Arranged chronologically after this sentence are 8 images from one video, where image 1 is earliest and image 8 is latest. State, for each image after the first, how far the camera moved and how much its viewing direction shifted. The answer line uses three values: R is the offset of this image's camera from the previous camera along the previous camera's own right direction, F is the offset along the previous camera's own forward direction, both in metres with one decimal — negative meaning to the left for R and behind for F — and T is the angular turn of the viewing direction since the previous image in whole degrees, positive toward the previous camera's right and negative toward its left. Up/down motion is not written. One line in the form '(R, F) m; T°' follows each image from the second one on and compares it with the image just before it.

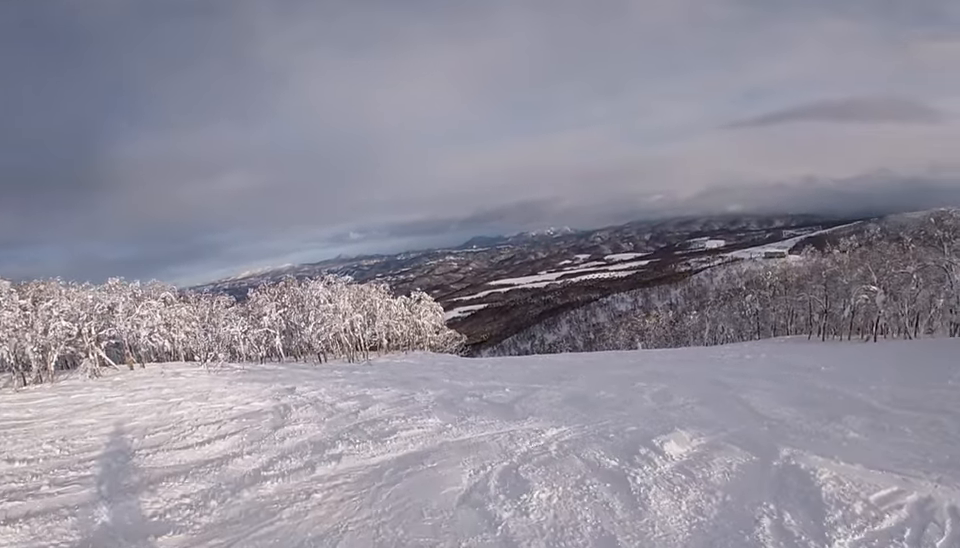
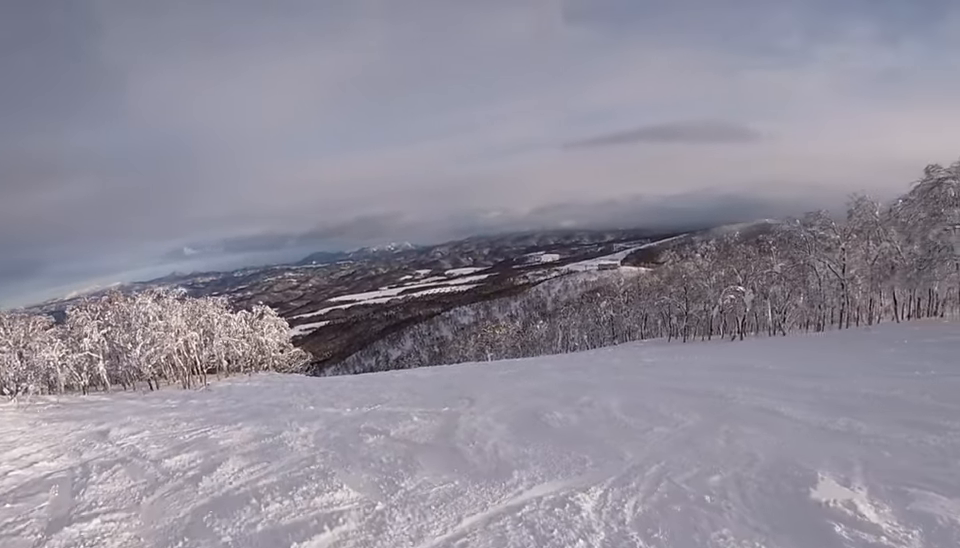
(+1.0, +3.3) m; +35°
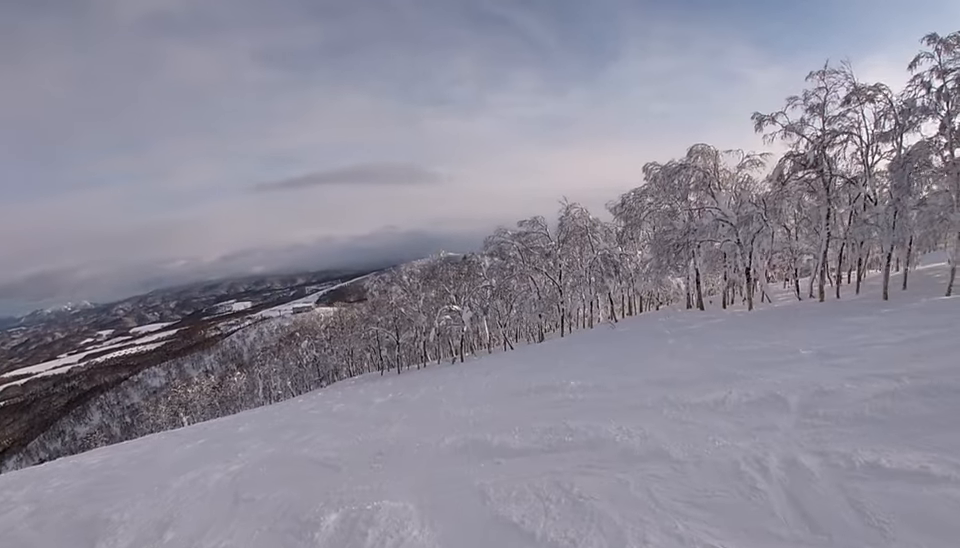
(+2.4, +5.8) m; +36°
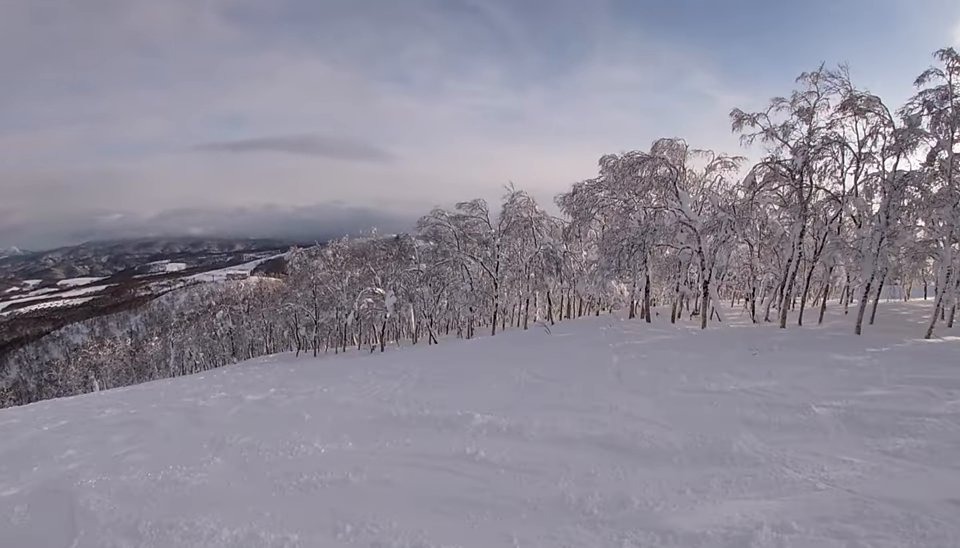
(+0.5, +3.6) m; +1°
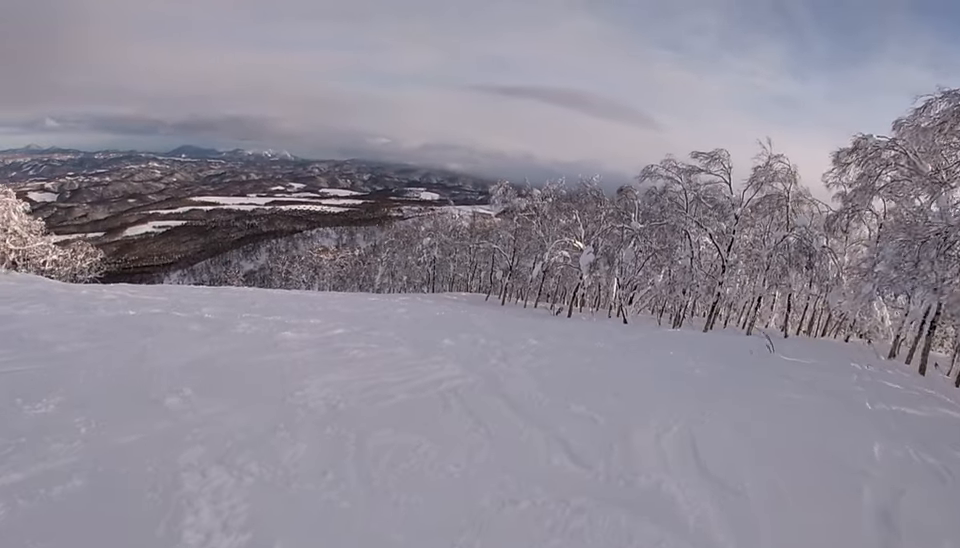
(-1.1, +6.2) m; -44°
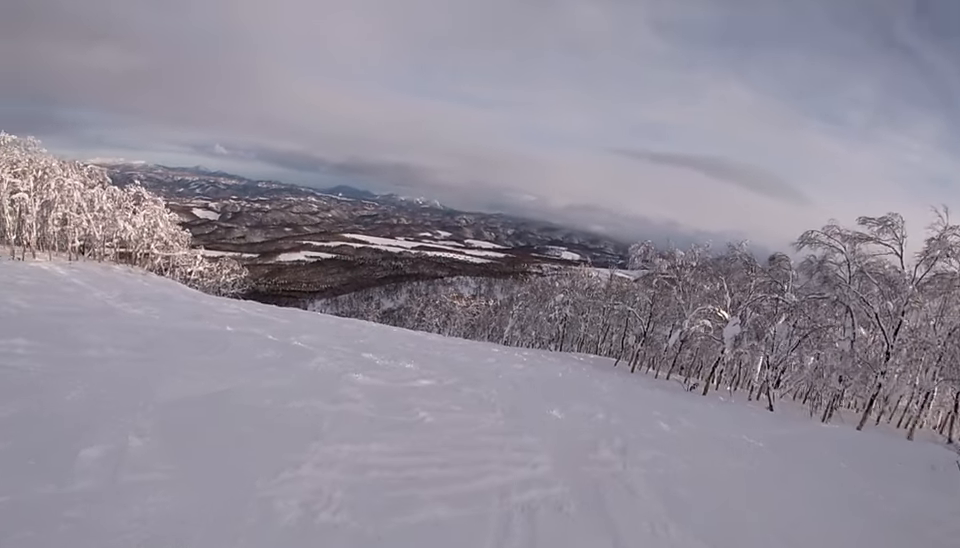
(-0.6, +2.2) m; -28°
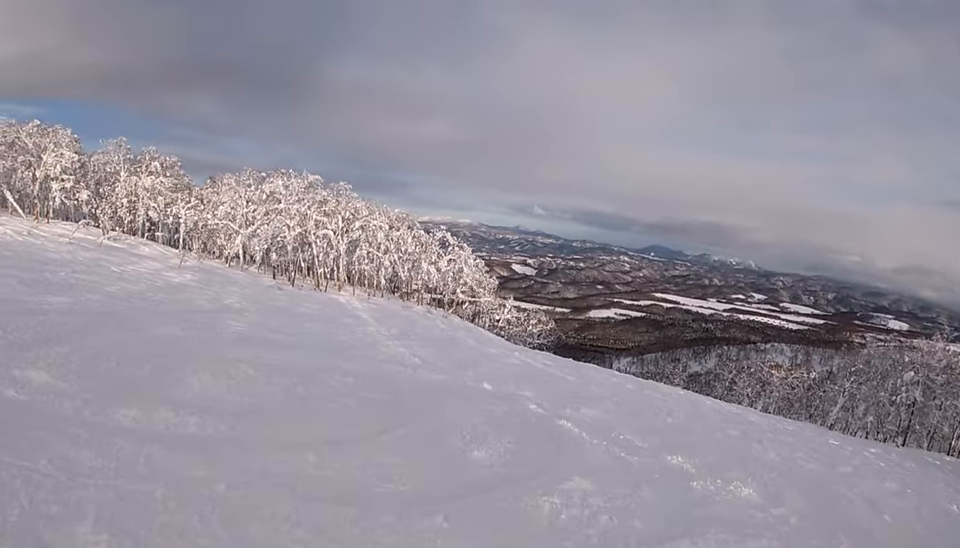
(-2.4, +4.4) m; -15°
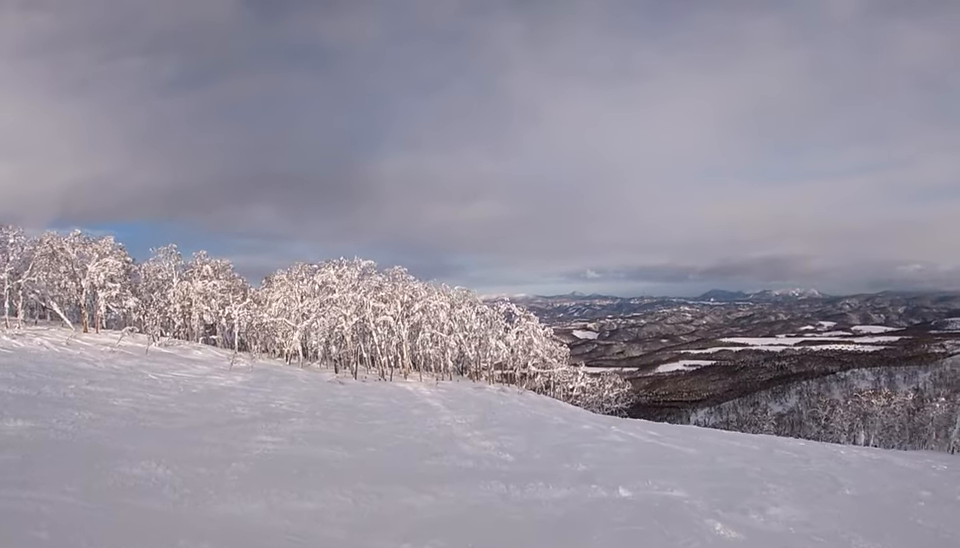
(+1.6, +3.9) m; 0°
